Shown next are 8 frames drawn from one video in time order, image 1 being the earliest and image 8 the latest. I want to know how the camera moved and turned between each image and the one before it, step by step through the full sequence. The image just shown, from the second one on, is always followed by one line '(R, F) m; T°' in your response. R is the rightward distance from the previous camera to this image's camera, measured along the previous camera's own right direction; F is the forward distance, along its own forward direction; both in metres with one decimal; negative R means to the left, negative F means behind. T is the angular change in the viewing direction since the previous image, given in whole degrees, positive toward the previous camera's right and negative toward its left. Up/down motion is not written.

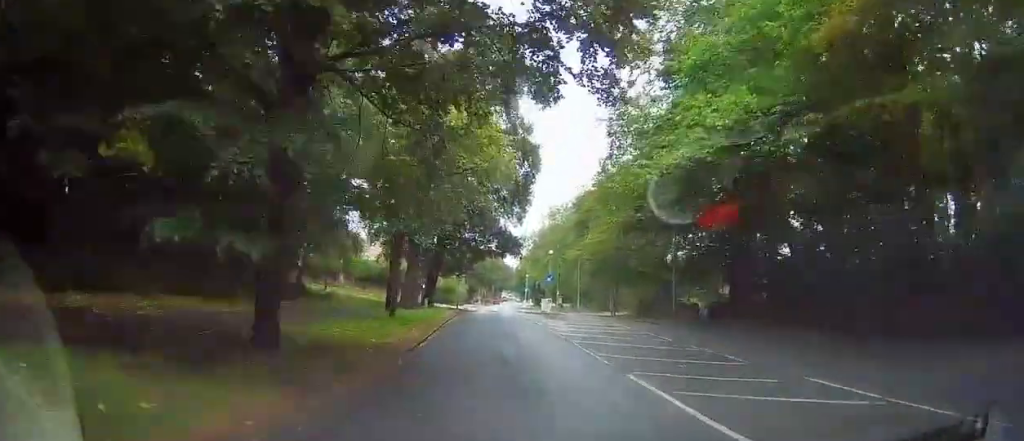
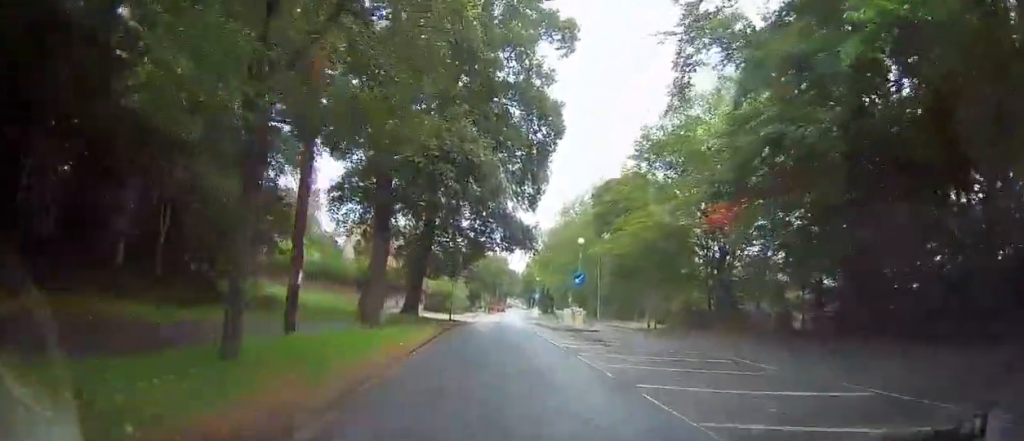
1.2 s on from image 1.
(0.0, +13.6) m; 0°
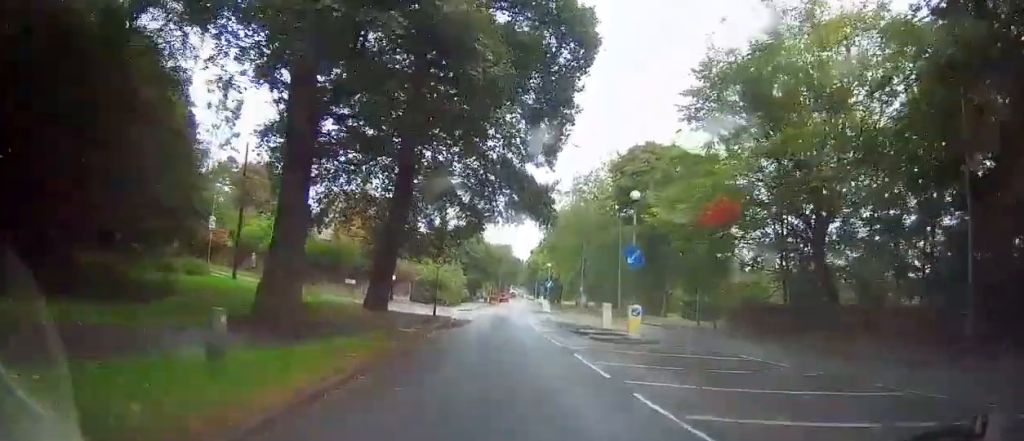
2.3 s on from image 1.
(+0.1, +12.3) m; +1°
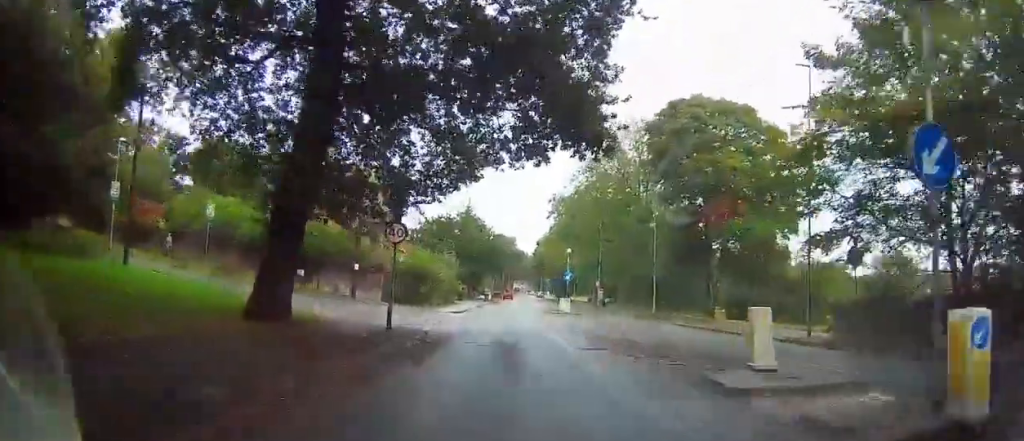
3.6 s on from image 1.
(0.0, +14.4) m; -3°
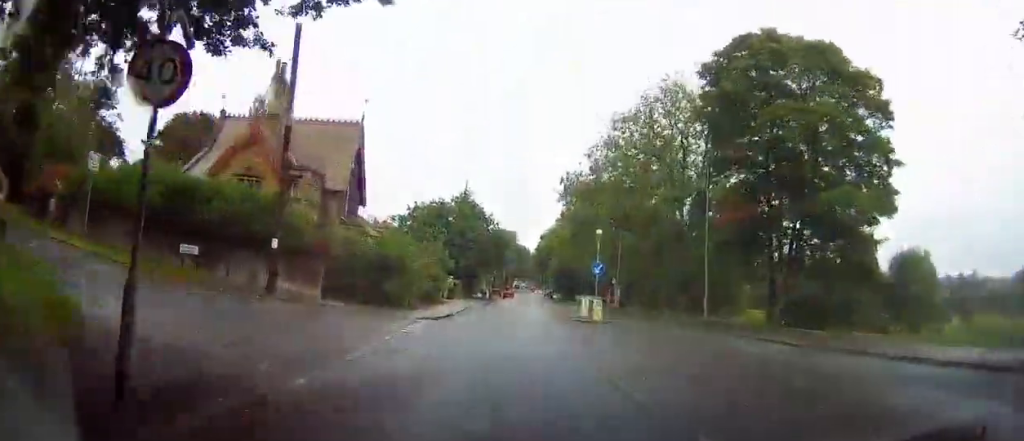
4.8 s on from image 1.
(-0.6, +13.4) m; -2°
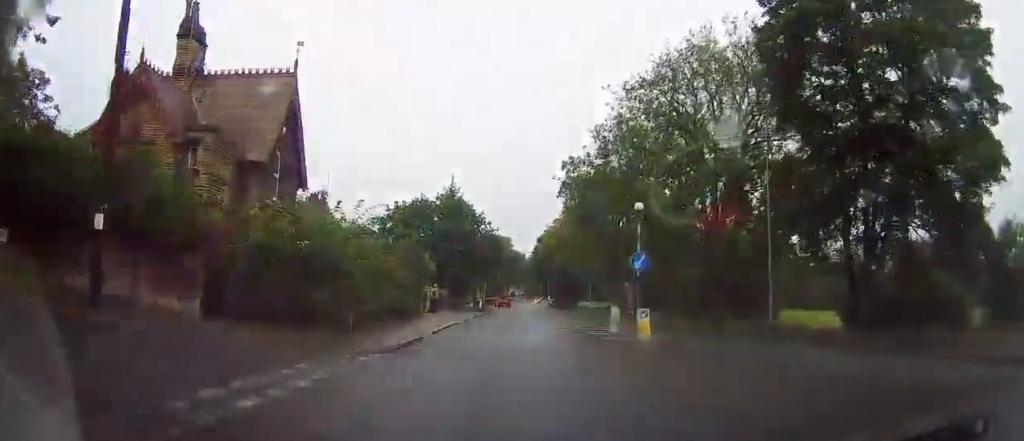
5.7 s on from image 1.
(0.0, +10.6) m; +2°
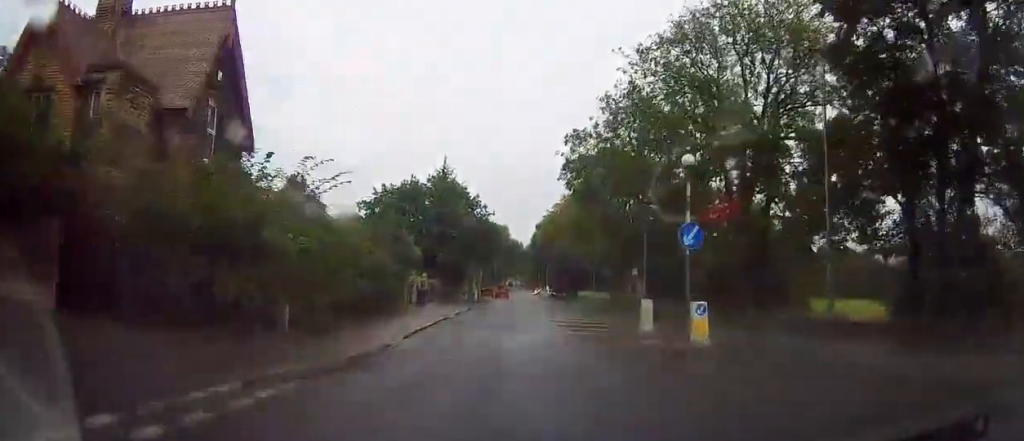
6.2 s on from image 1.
(+0.3, +6.1) m; +2°
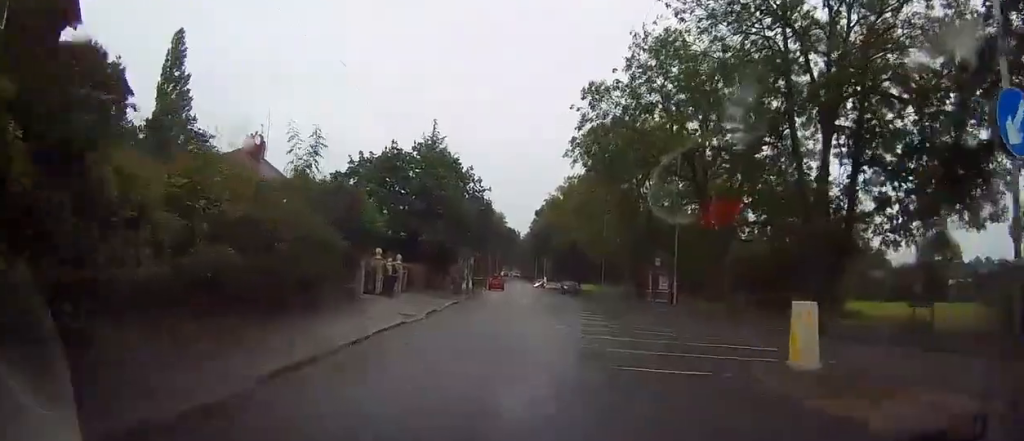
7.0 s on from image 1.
(+0.3, +10.6) m; +2°
